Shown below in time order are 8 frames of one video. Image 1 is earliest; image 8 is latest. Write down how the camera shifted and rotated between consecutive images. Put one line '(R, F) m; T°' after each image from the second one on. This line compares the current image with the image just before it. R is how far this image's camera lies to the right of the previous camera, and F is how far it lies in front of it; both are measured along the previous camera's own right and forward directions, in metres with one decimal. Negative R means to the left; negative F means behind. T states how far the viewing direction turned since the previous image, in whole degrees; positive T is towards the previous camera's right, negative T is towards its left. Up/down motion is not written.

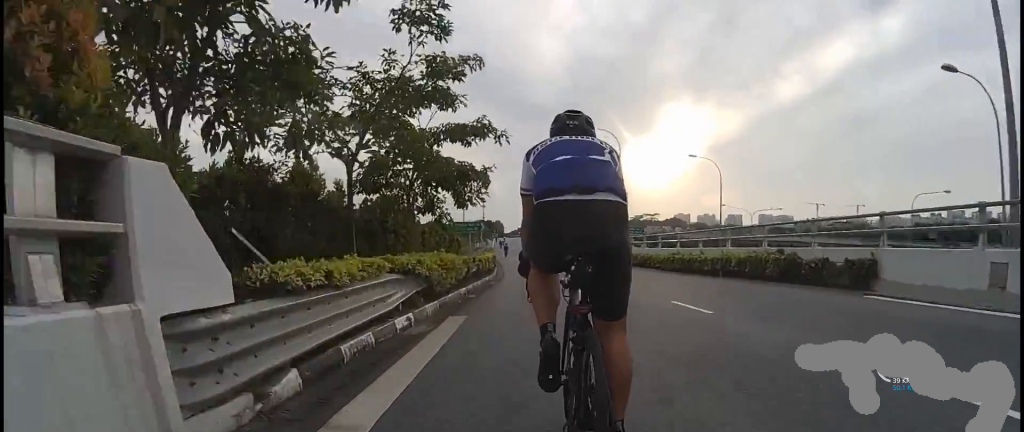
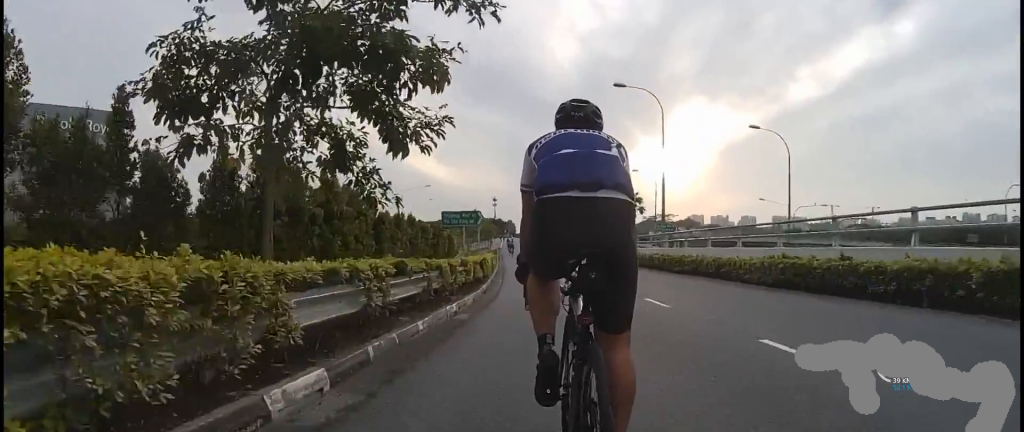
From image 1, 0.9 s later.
(0.0, +9.5) m; -1°
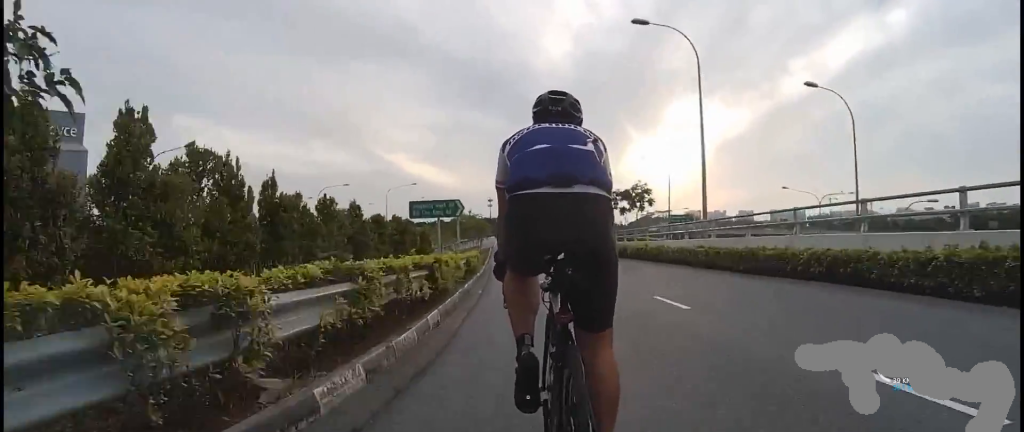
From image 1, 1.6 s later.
(0.0, +7.3) m; -3°
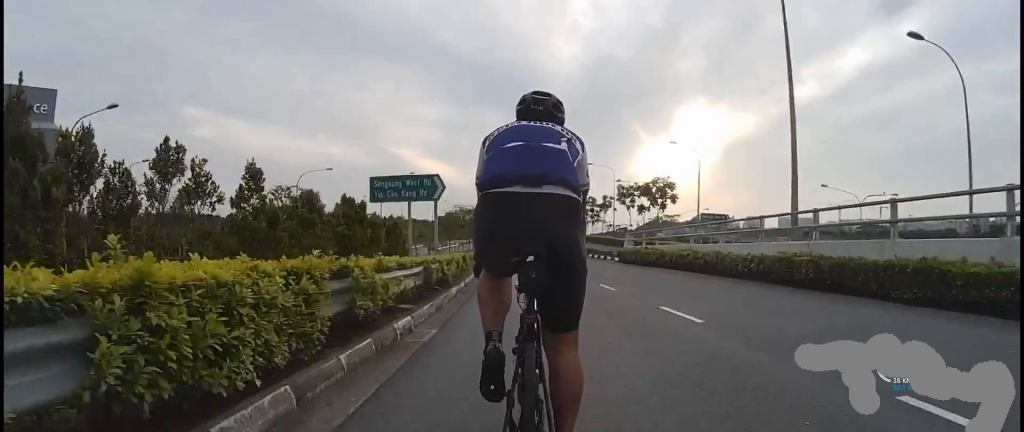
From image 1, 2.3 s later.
(+0.1, +6.8) m; -5°
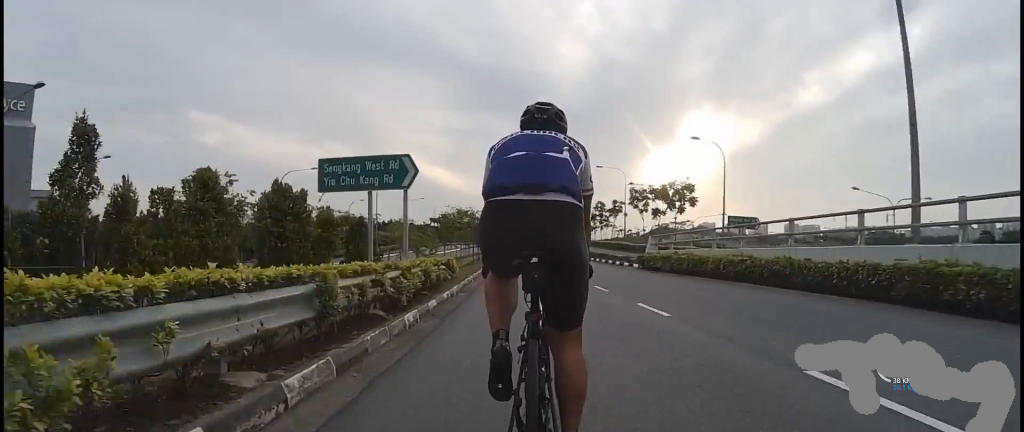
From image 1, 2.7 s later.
(-0.5, +4.8) m; 0°
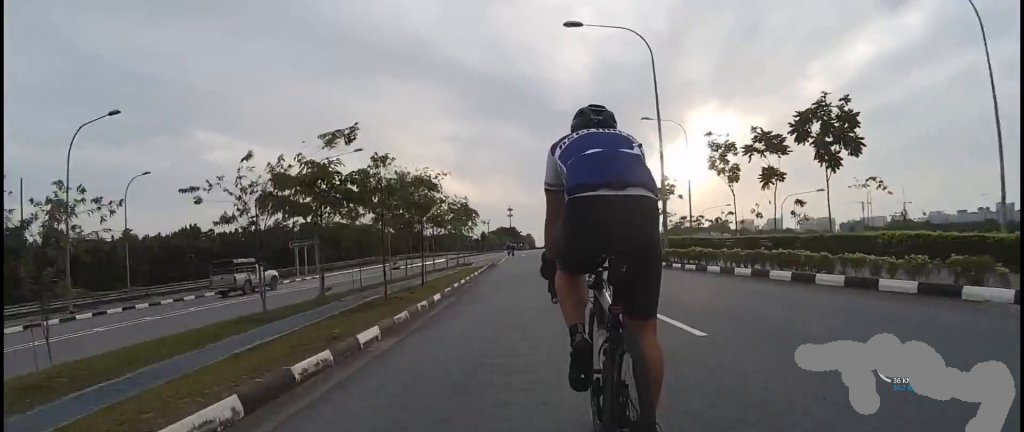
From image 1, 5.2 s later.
(+1.7, +23.5) m; 0°
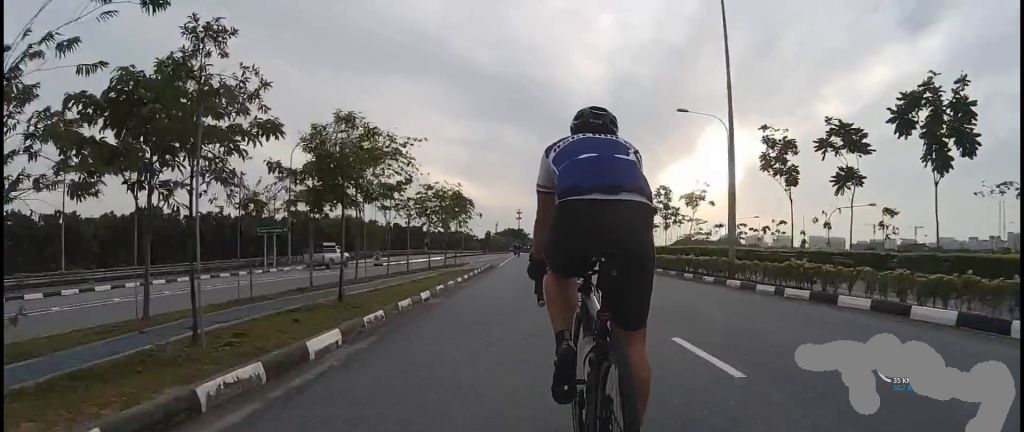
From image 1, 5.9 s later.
(-0.8, +6.5) m; -2°
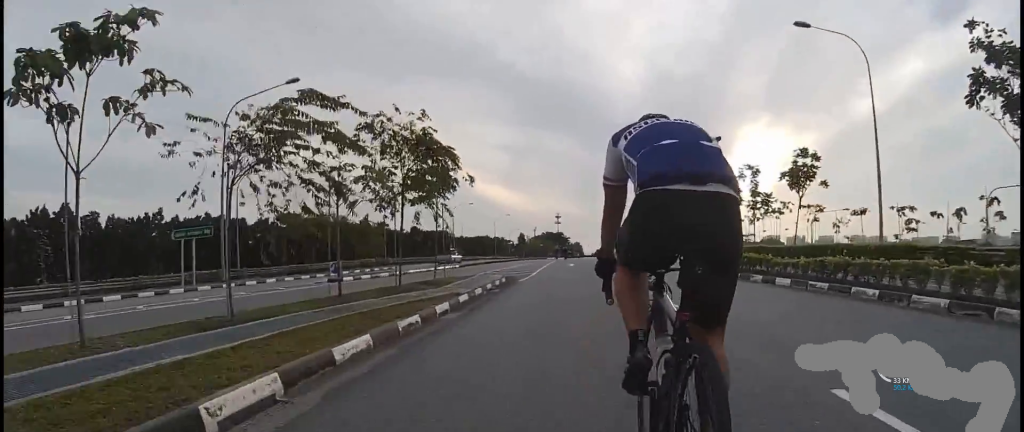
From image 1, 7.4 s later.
(+0.8, +12.9) m; +7°
